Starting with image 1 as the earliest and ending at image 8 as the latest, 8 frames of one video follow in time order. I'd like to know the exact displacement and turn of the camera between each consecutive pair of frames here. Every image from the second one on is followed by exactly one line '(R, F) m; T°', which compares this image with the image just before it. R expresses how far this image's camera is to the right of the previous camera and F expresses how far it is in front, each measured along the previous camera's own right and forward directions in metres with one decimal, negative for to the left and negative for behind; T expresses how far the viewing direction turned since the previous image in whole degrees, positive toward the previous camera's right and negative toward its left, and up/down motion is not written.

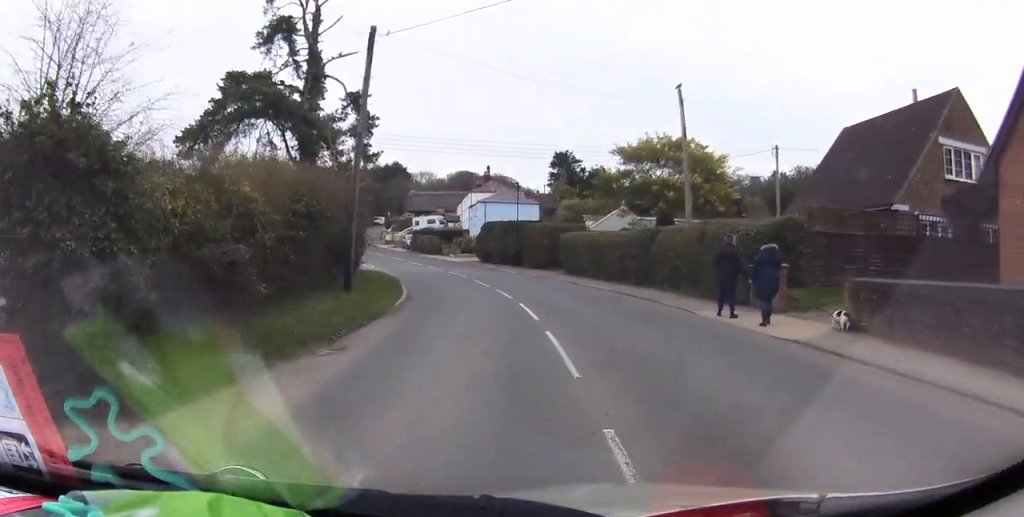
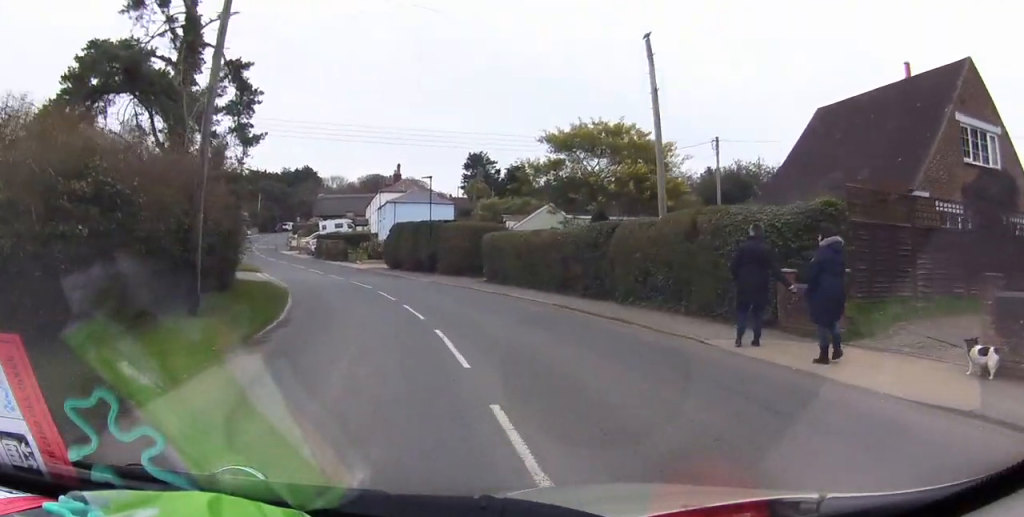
(0.0, +5.1) m; +2°
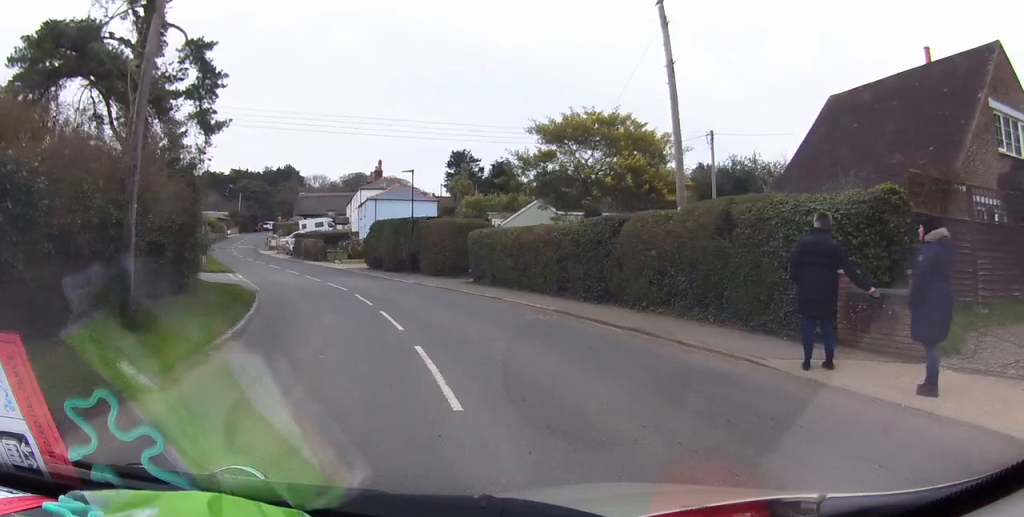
(0.0, +2.4) m; +2°
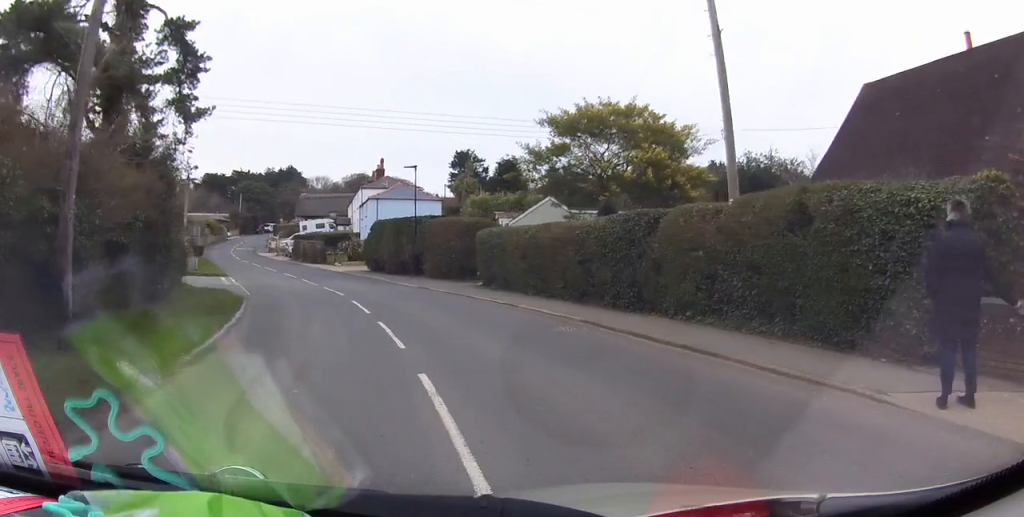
(+0.1, +2.3) m; +1°
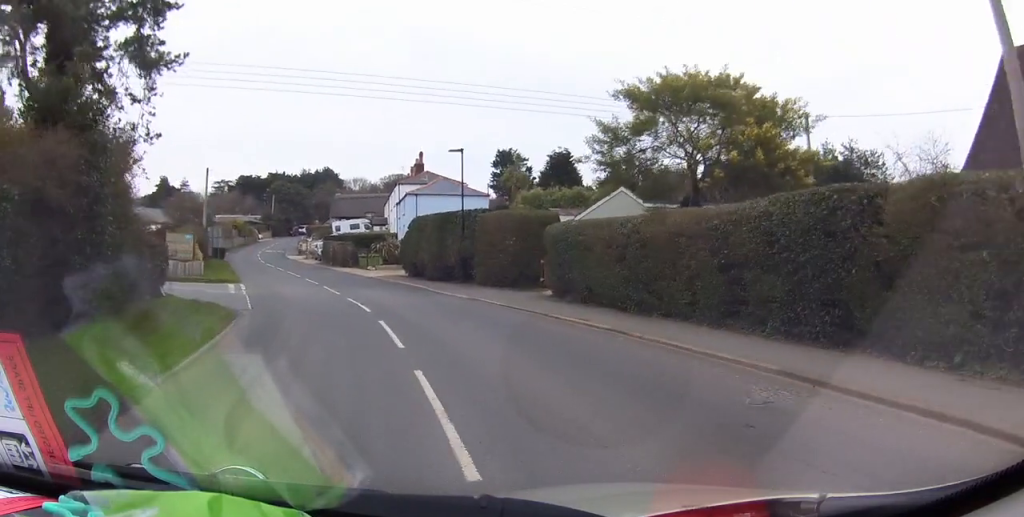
(0.0, +5.8) m; -5°
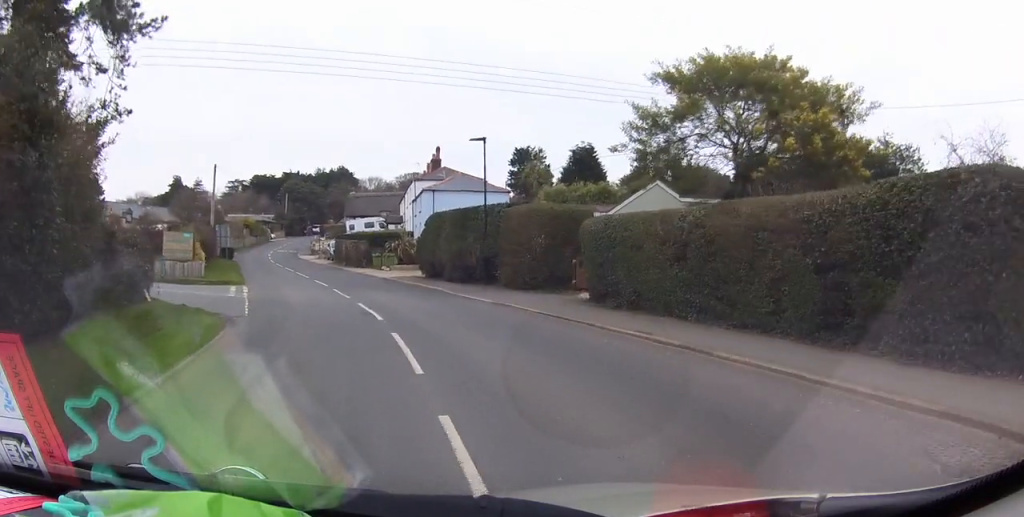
(-0.2, +2.4) m; -4°
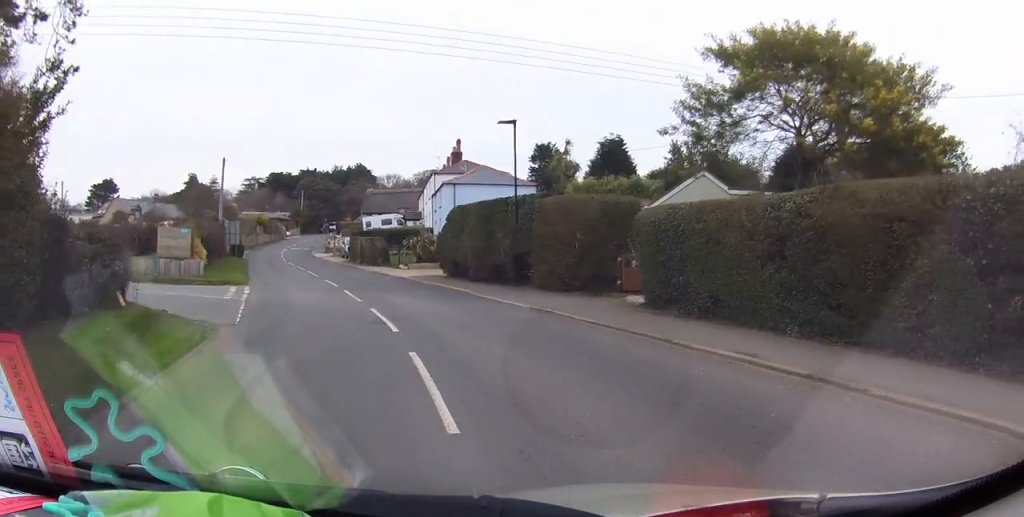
(-0.1, +2.7) m; -5°
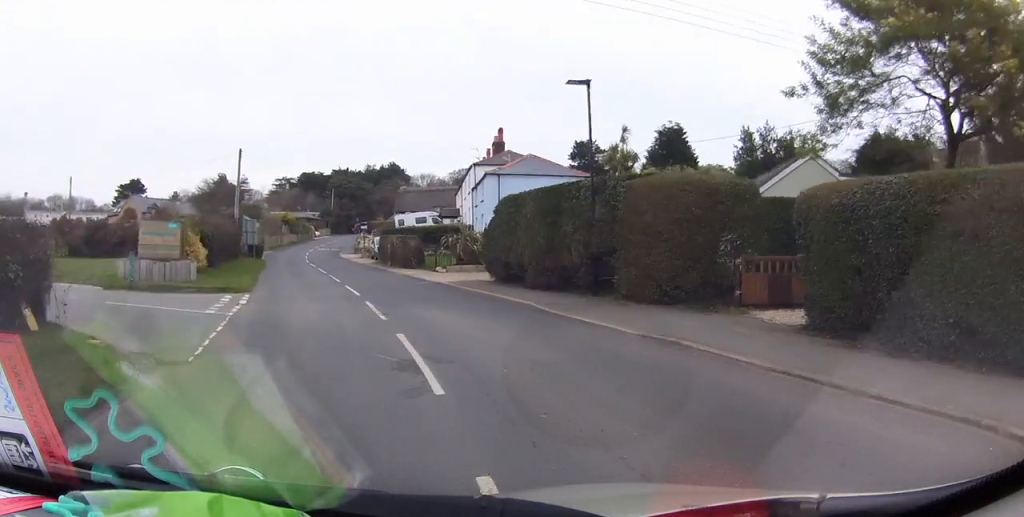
(-0.3, +5.0) m; -4°
